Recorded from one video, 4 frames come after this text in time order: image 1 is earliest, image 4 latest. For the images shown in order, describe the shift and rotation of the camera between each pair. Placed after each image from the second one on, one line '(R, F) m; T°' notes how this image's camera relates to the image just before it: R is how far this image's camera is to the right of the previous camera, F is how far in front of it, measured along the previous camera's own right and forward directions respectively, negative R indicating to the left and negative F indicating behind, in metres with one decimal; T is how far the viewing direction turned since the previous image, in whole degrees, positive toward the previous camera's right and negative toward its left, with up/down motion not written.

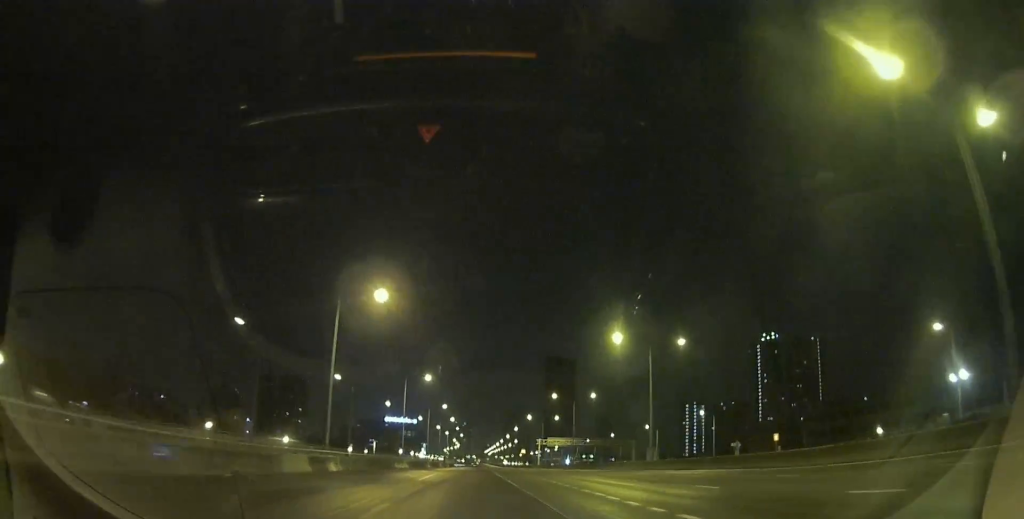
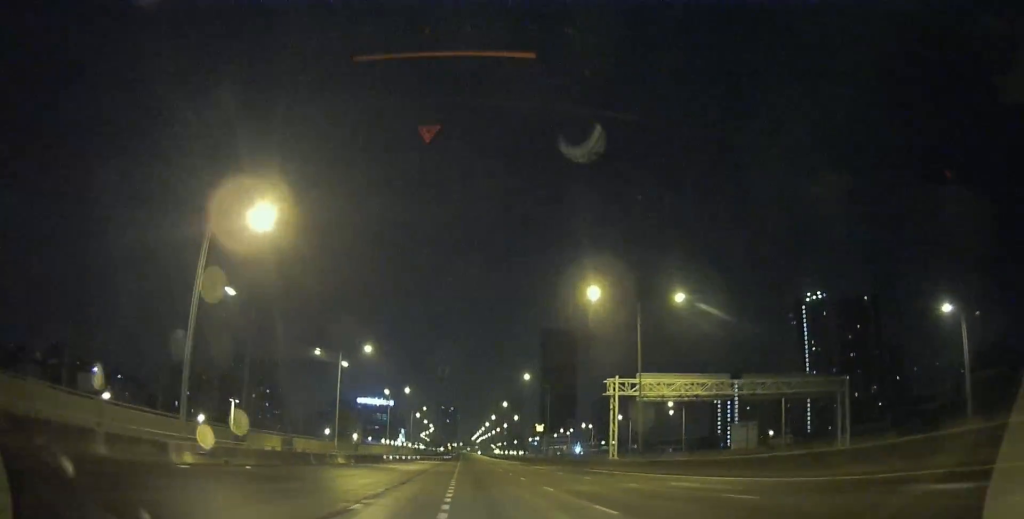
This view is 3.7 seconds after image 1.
(+1.0, +94.3) m; +1°
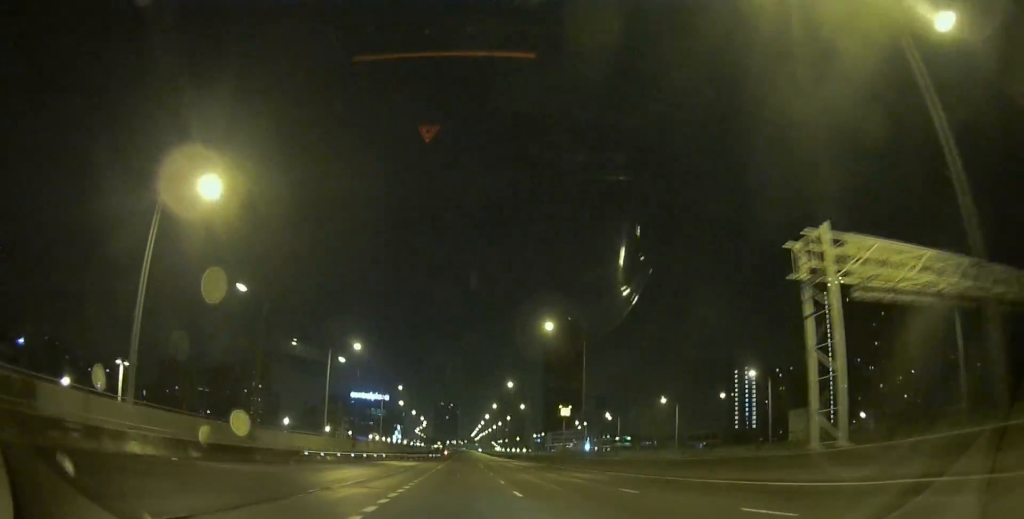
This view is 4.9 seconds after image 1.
(-0.1, +30.1) m; 0°
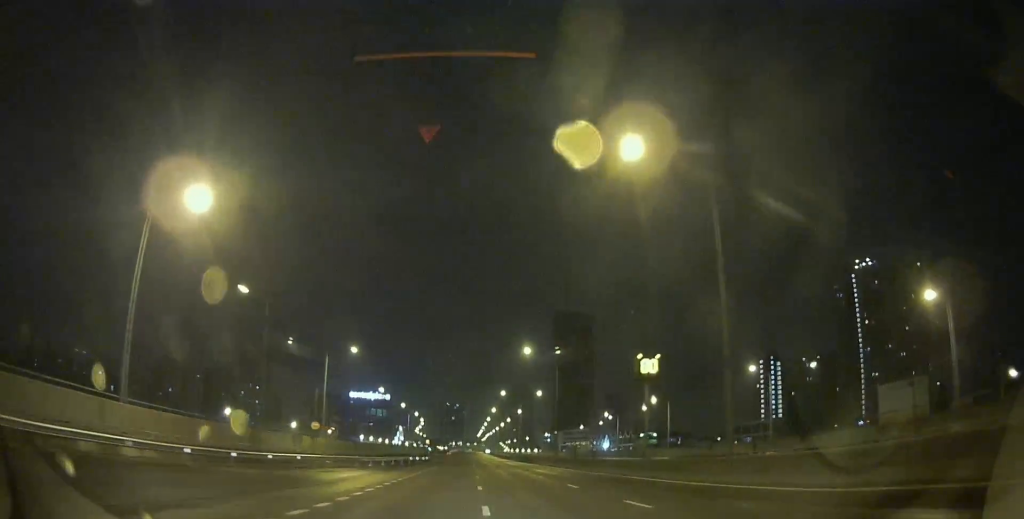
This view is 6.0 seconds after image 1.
(0.0, +30.0) m; 0°
